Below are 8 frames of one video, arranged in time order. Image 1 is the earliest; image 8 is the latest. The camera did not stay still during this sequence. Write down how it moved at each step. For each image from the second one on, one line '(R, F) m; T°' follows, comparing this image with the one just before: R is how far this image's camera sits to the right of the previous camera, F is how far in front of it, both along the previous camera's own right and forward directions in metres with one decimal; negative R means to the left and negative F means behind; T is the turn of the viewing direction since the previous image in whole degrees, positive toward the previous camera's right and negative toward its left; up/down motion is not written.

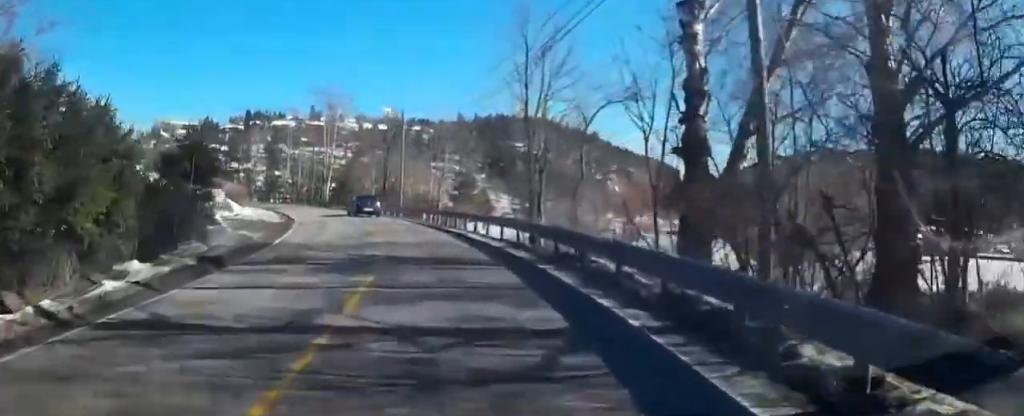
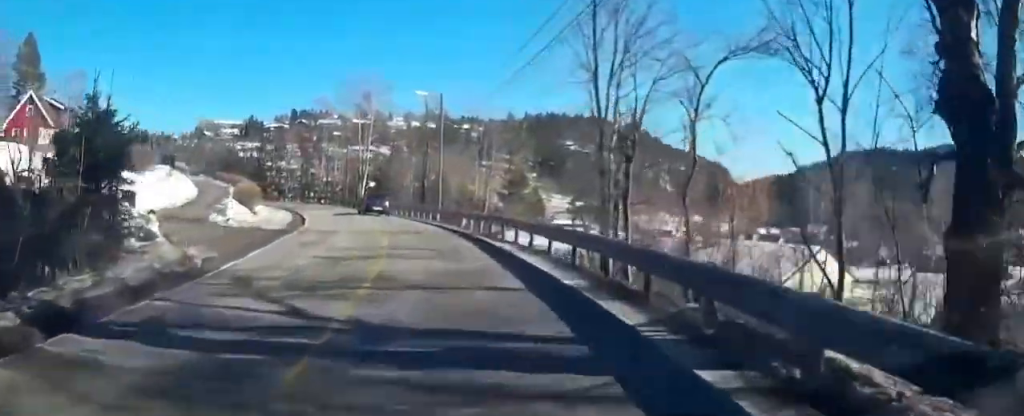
(-0.4, +6.8) m; -4°
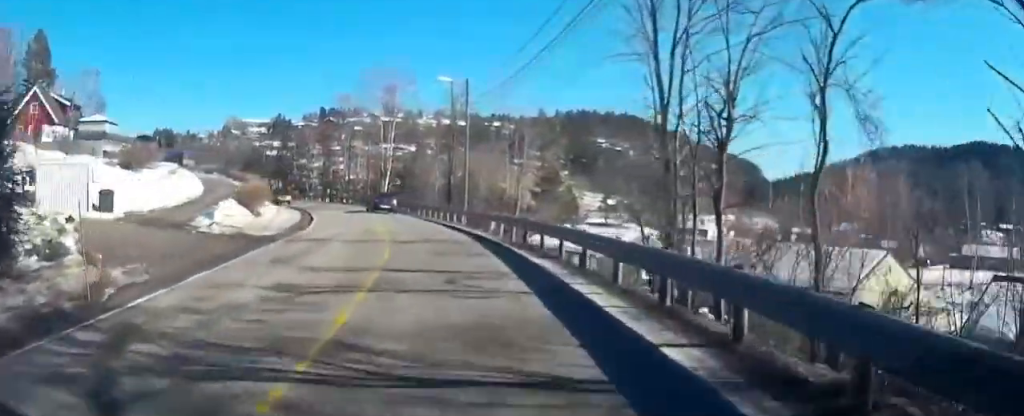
(0.0, +4.3) m; -2°
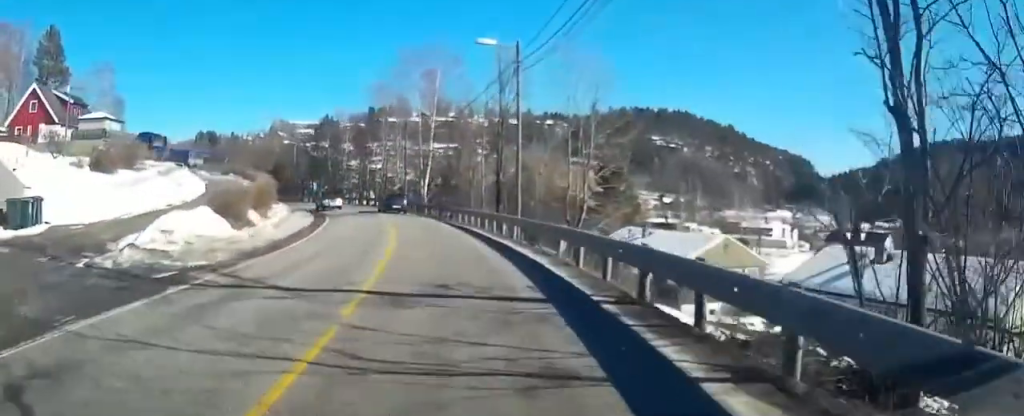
(-0.4, +8.8) m; -4°
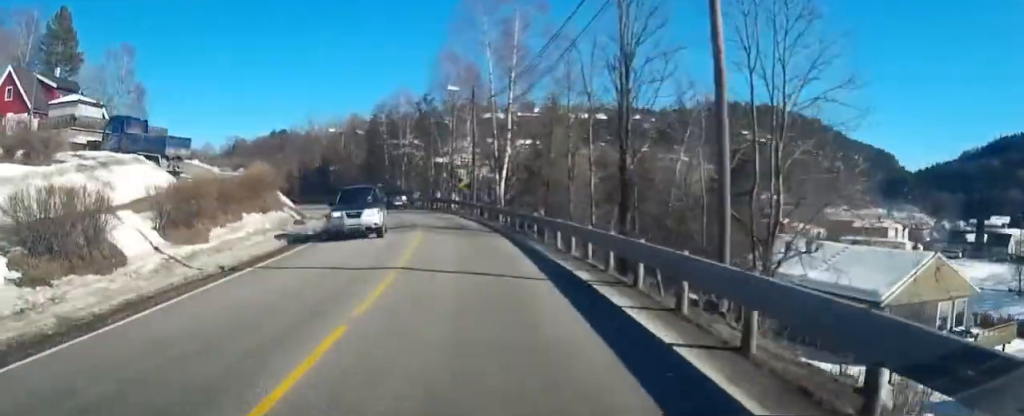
(-1.0, +16.1) m; -7°
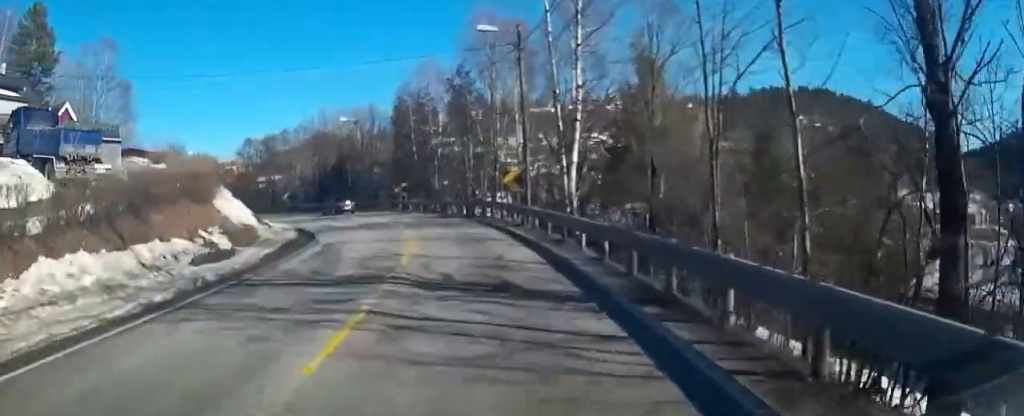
(-0.9, +14.3) m; -6°
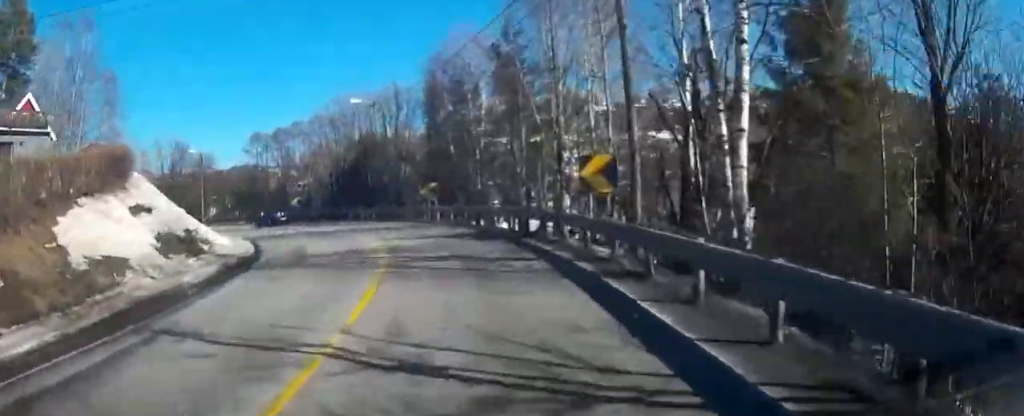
(-0.5, +12.8) m; -4°
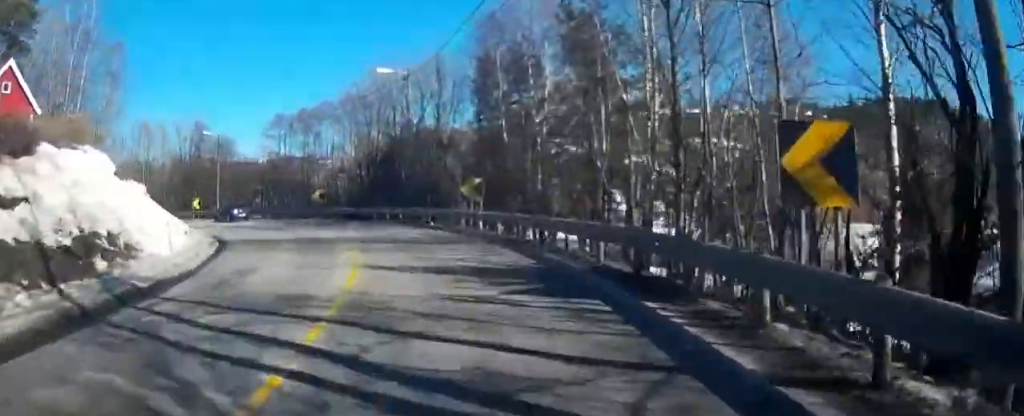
(-0.1, +9.1) m; -3°
